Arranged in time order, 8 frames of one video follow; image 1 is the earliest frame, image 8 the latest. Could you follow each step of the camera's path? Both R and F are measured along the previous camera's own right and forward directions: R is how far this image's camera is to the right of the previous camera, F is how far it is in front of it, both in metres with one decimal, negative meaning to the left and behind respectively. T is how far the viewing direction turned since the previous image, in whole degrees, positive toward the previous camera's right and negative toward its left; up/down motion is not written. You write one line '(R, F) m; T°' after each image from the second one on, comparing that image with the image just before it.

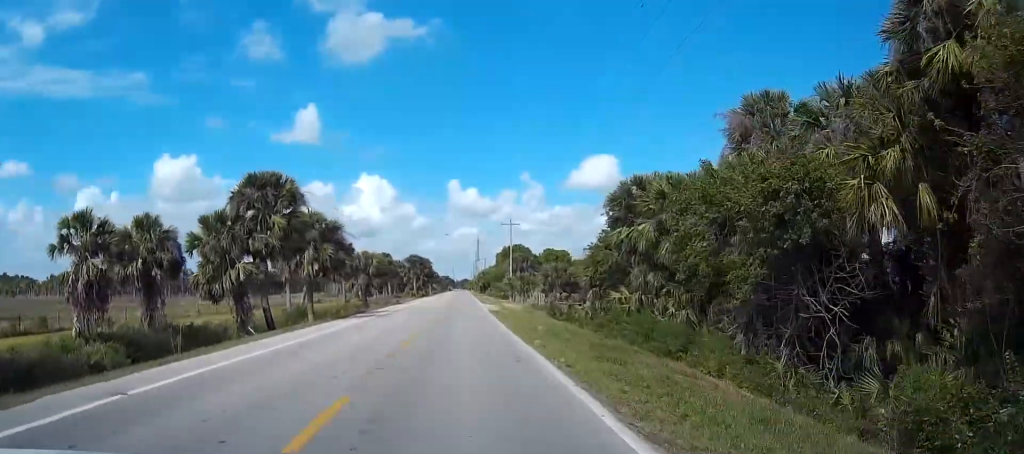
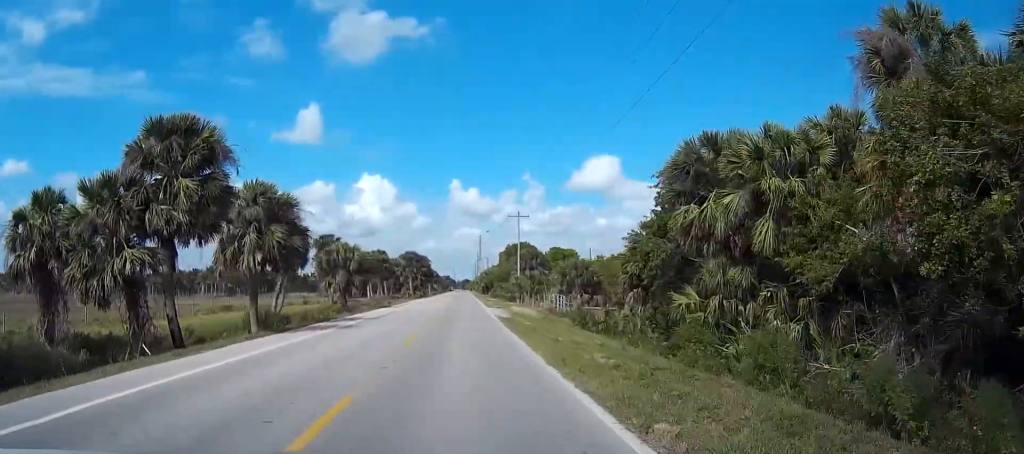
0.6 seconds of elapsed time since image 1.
(0.0, +11.6) m; 0°
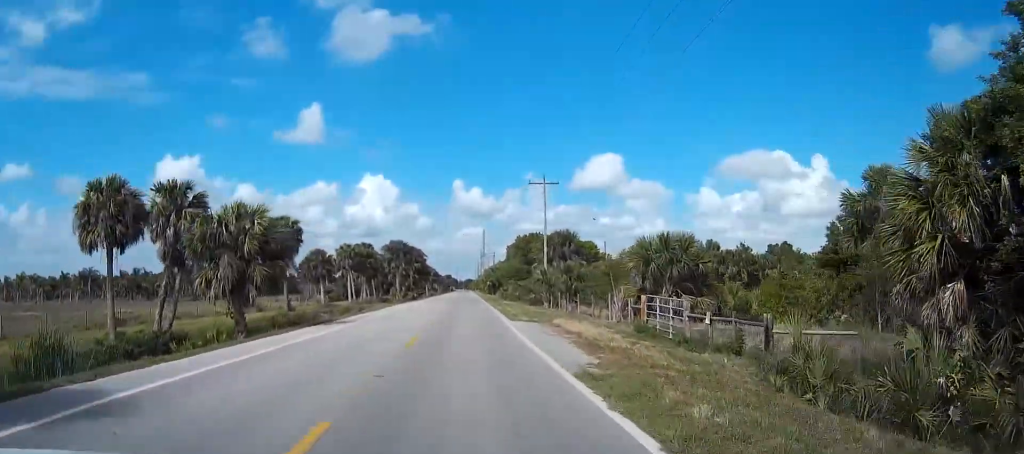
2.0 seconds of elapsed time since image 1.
(+0.1, +25.6) m; +1°
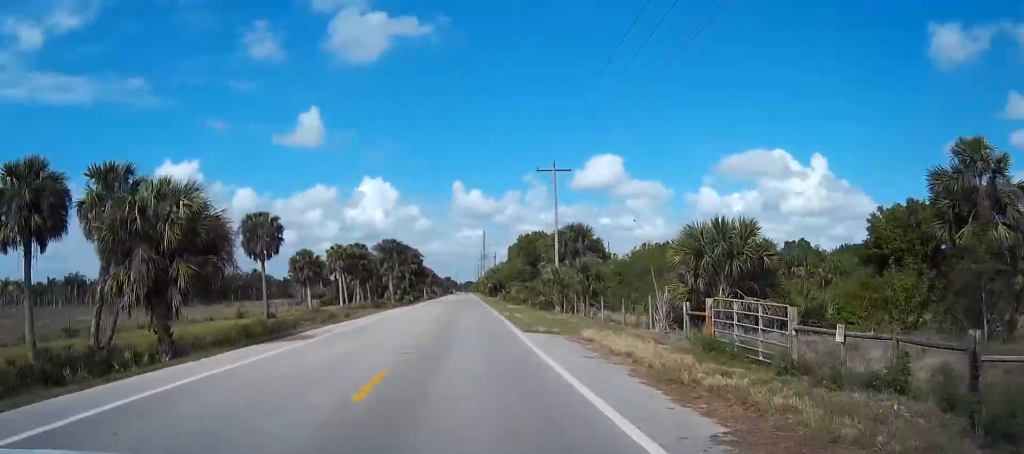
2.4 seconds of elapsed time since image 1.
(0.0, +7.3) m; 0°
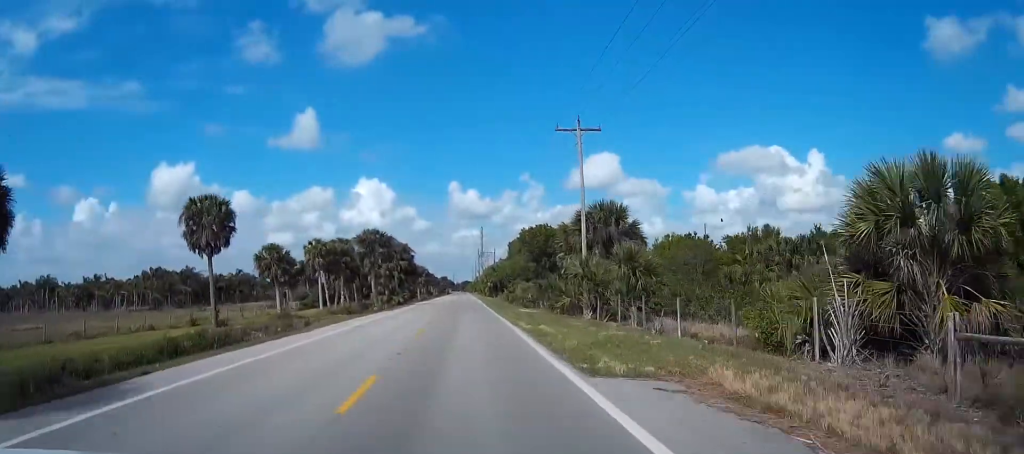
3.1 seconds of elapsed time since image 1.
(0.0, +12.8) m; 0°
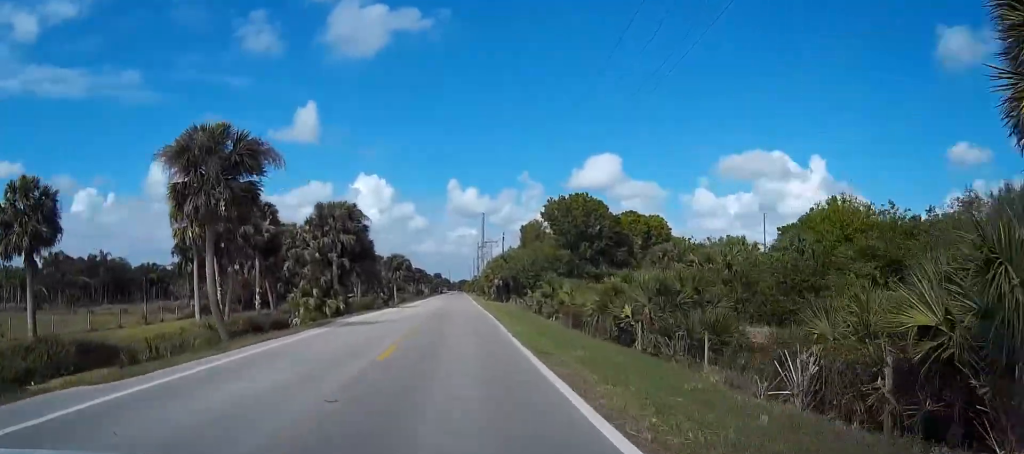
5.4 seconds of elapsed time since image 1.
(+0.6, +40.5) m; +2°
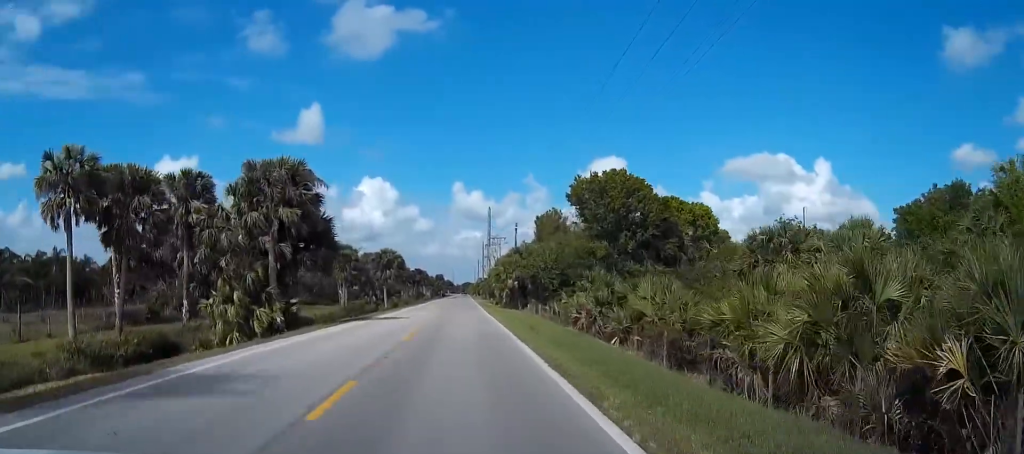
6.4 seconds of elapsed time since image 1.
(+0.1, +16.8) m; 0°
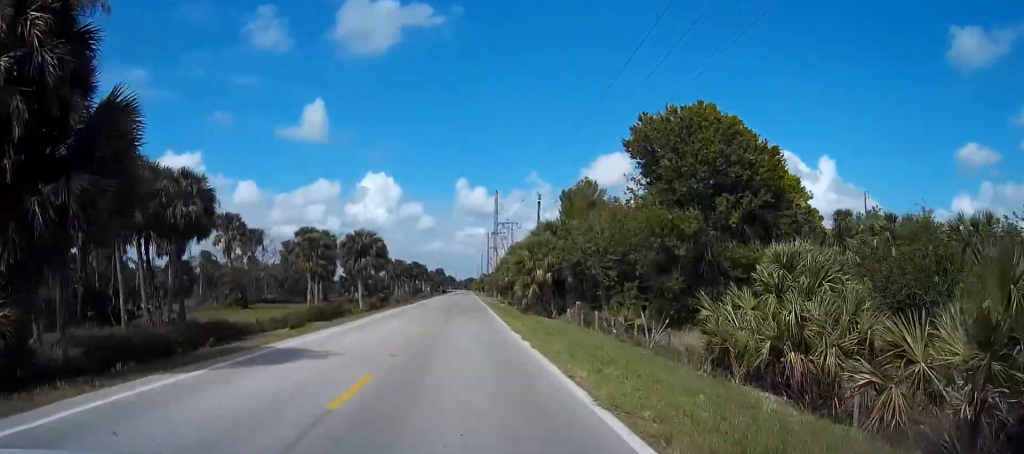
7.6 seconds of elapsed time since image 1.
(-0.2, +21.7) m; 0°
